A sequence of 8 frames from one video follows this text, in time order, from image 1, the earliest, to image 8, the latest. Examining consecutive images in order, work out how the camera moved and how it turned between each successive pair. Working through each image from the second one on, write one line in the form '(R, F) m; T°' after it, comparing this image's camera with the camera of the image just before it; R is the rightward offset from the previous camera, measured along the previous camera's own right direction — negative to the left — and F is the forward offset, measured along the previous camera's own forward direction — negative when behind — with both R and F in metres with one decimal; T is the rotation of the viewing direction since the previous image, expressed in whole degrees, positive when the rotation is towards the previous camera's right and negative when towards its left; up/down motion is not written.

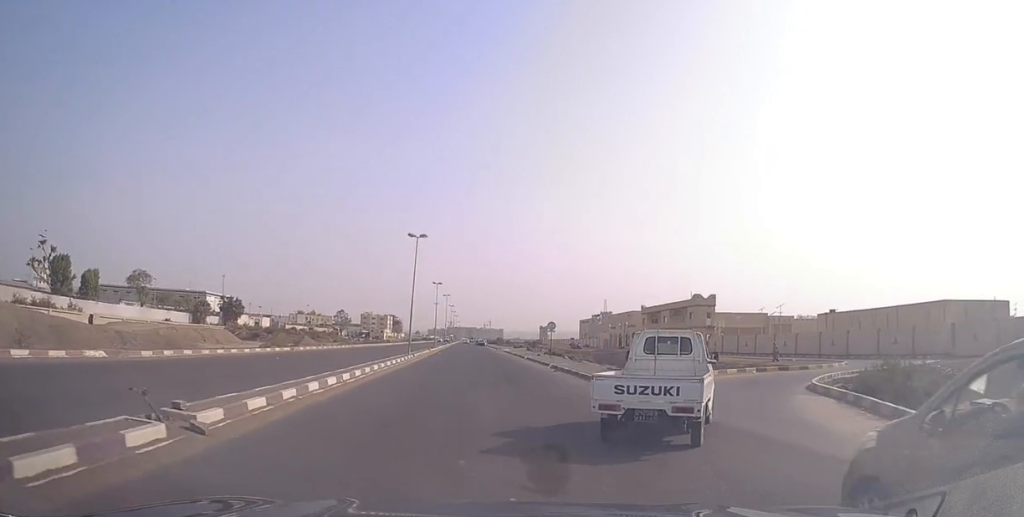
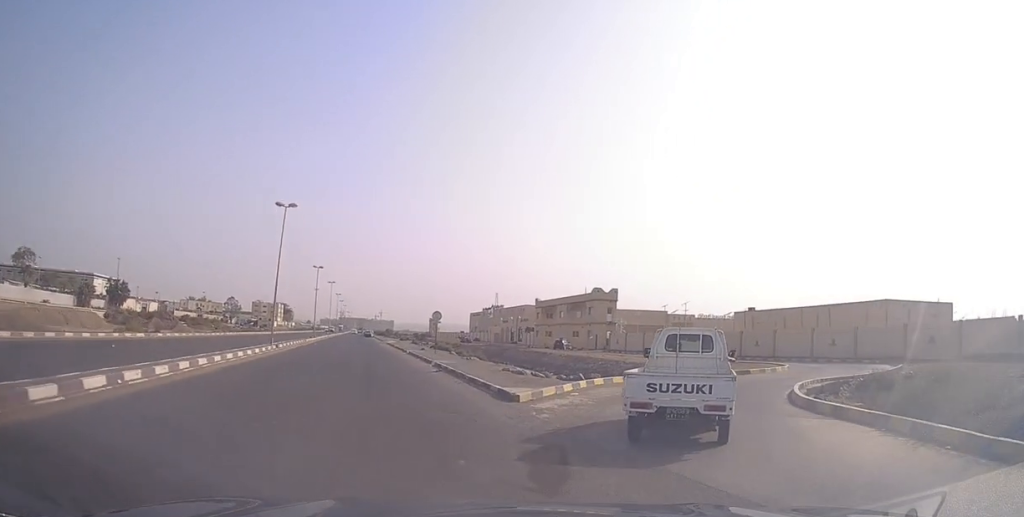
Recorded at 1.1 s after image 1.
(+0.4, +7.0) m; +7°
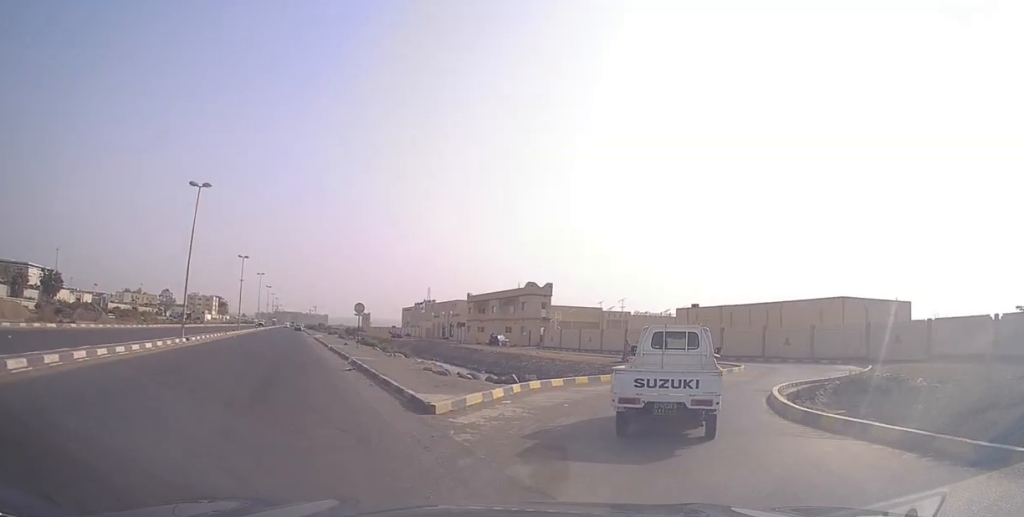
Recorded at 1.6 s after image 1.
(+0.2, +3.3) m; +4°
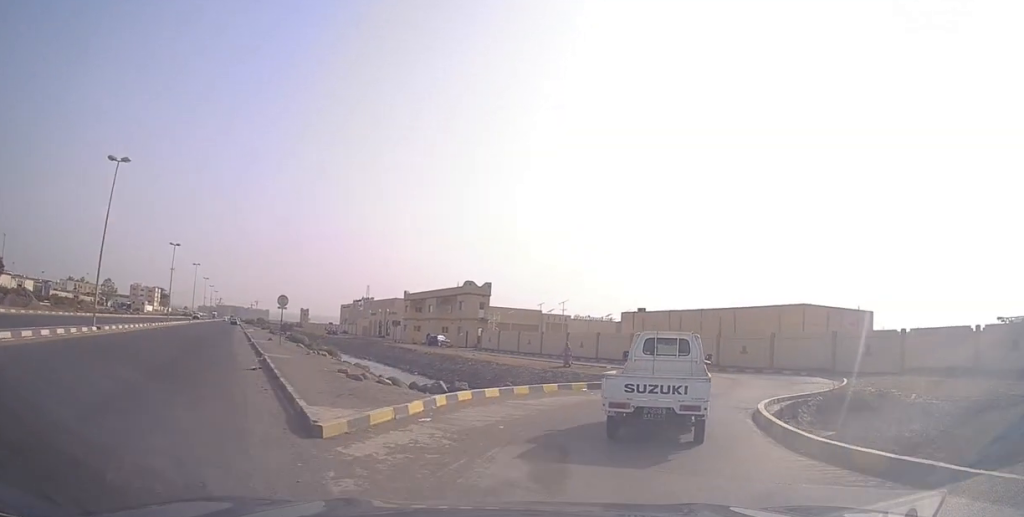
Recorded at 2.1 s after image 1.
(0.0, +3.1) m; +5°
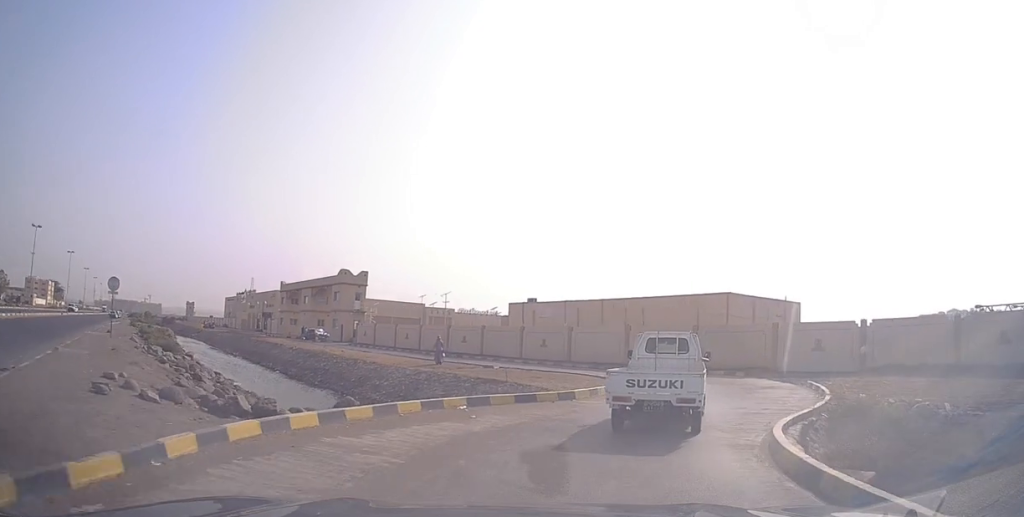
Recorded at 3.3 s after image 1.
(+0.7, +6.5) m; +13°
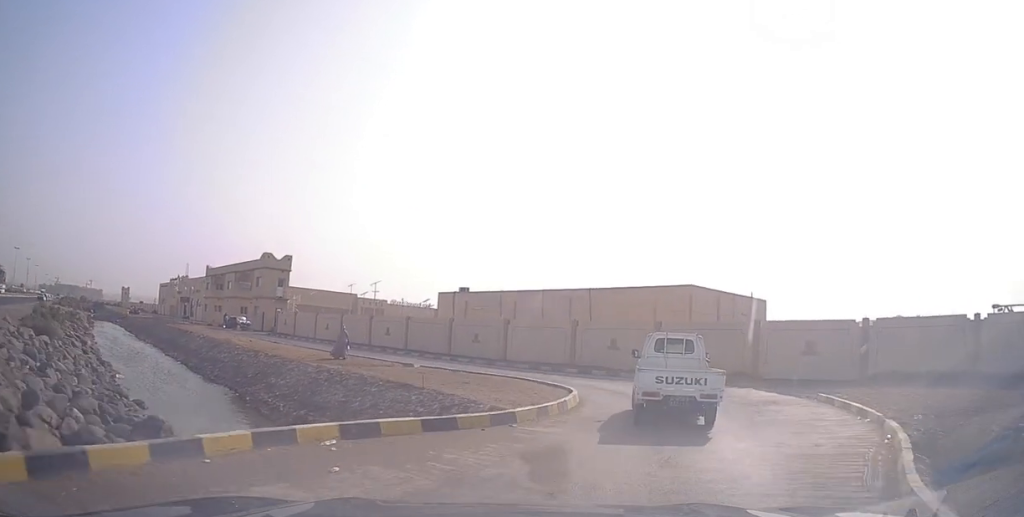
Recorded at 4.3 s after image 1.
(+0.6, +6.0) m; +9°
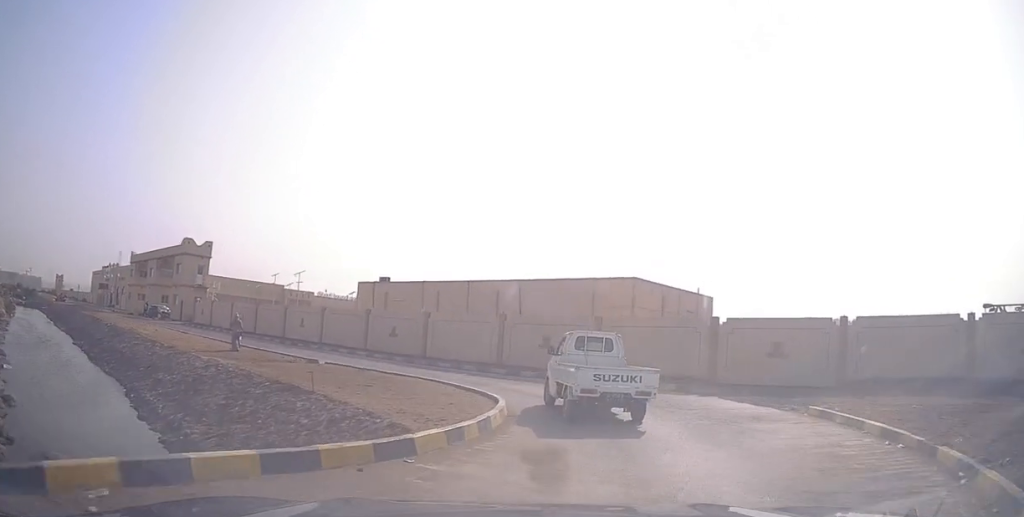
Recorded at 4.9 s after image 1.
(+0.1, +4.1) m; +5°
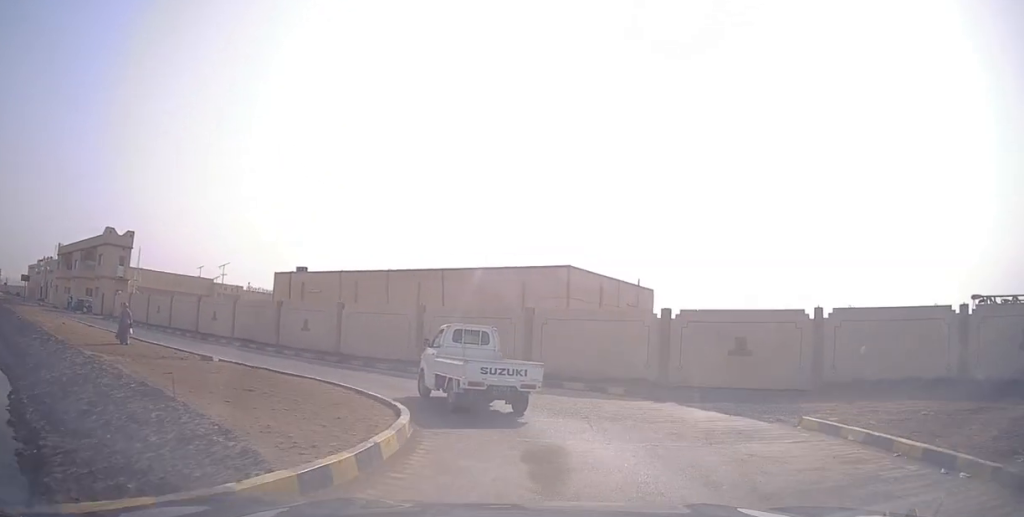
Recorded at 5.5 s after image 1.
(+0.1, +3.5) m; +6°
